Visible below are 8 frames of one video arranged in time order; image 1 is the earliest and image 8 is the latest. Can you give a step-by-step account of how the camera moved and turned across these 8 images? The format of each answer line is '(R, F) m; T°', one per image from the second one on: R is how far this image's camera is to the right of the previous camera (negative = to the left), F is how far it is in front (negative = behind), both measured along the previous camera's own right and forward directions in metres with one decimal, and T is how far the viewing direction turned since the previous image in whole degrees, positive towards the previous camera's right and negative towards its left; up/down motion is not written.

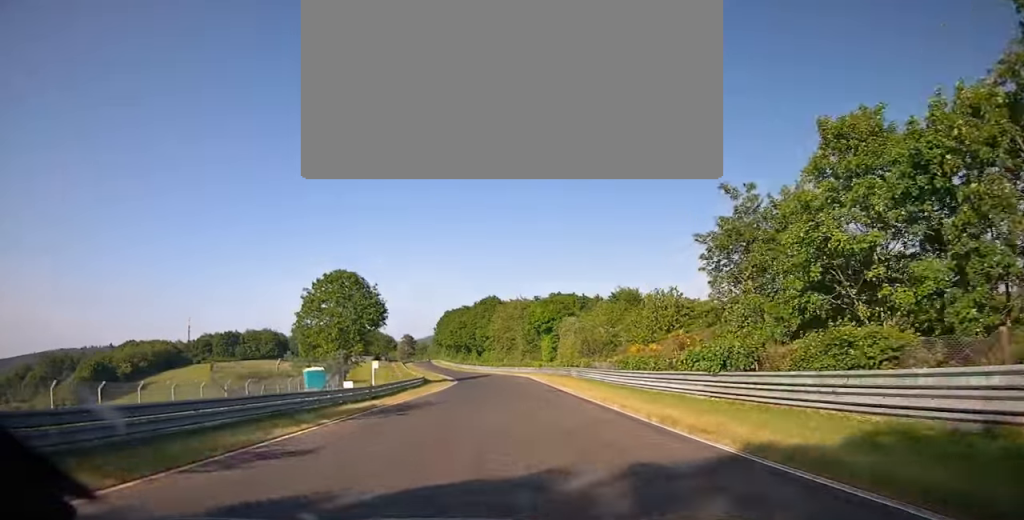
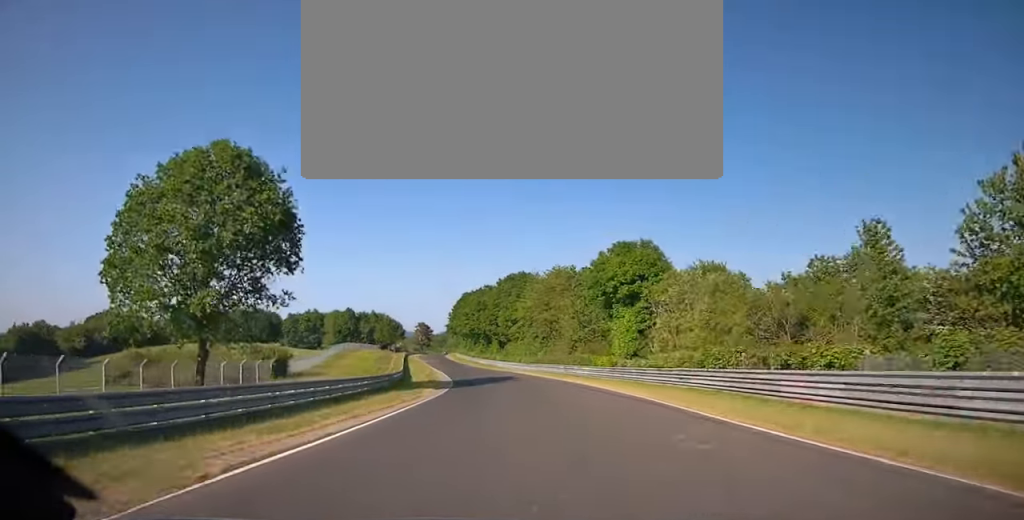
(-1.2, +40.3) m; -4°
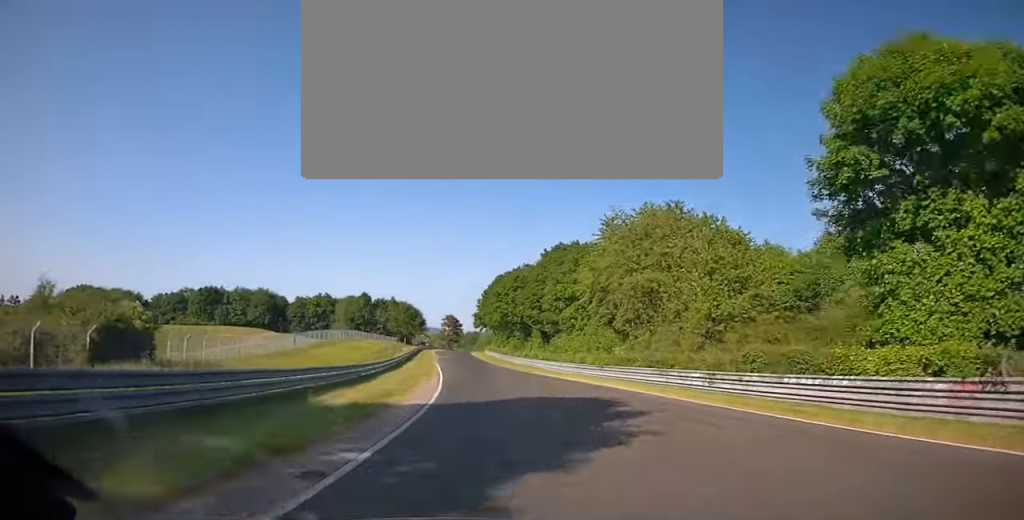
(-1.1, +32.9) m; -2°
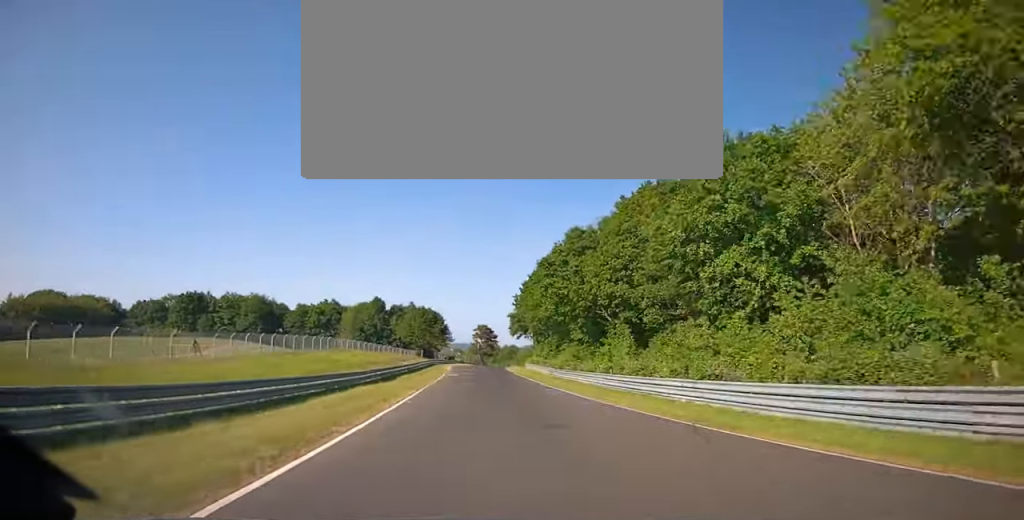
(-0.1, +36.8) m; -1°
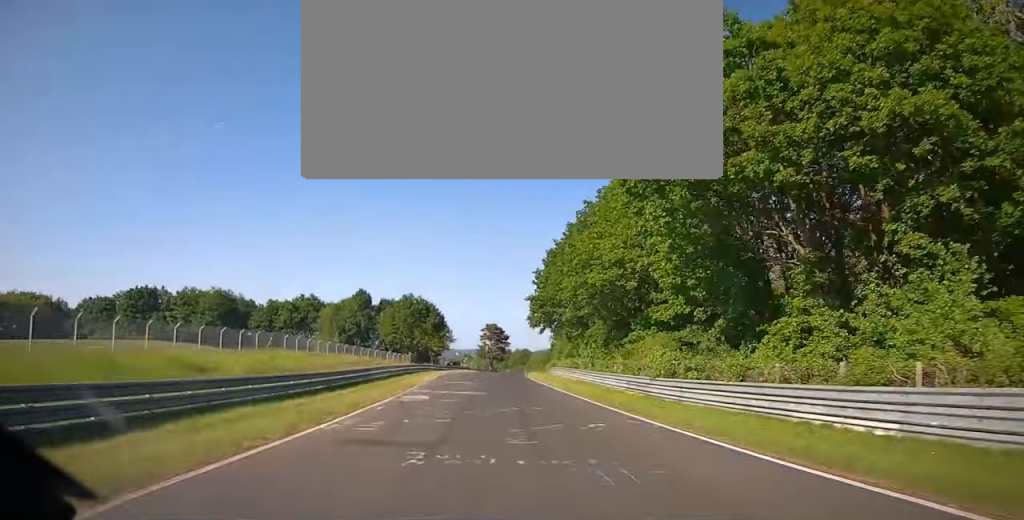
(-0.4, +32.0) m; 0°
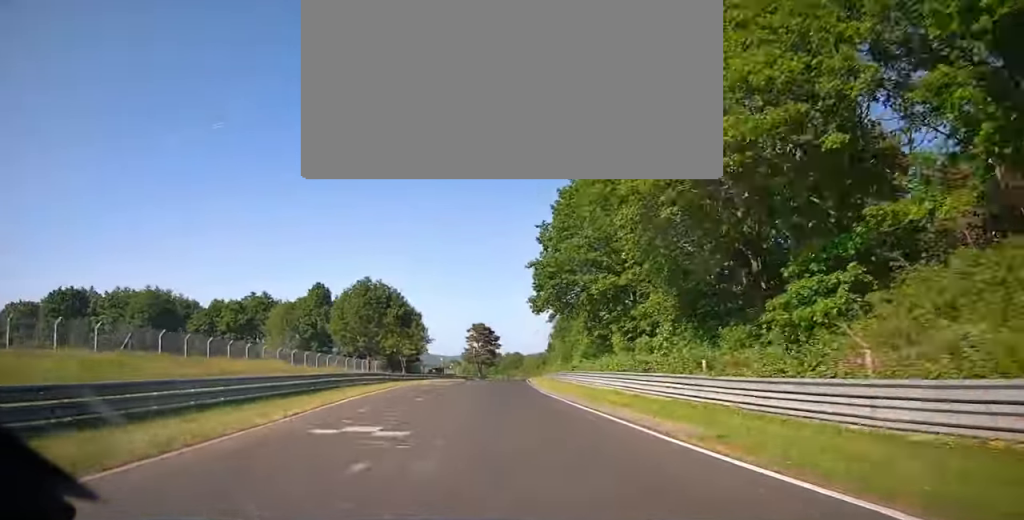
(-0.6, +25.3) m; 0°
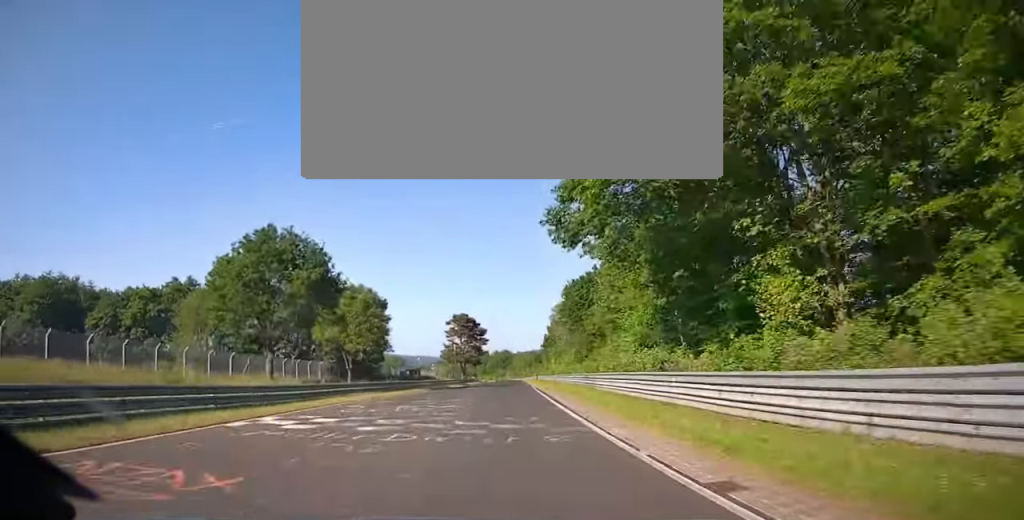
(+0.5, +28.5) m; +1°
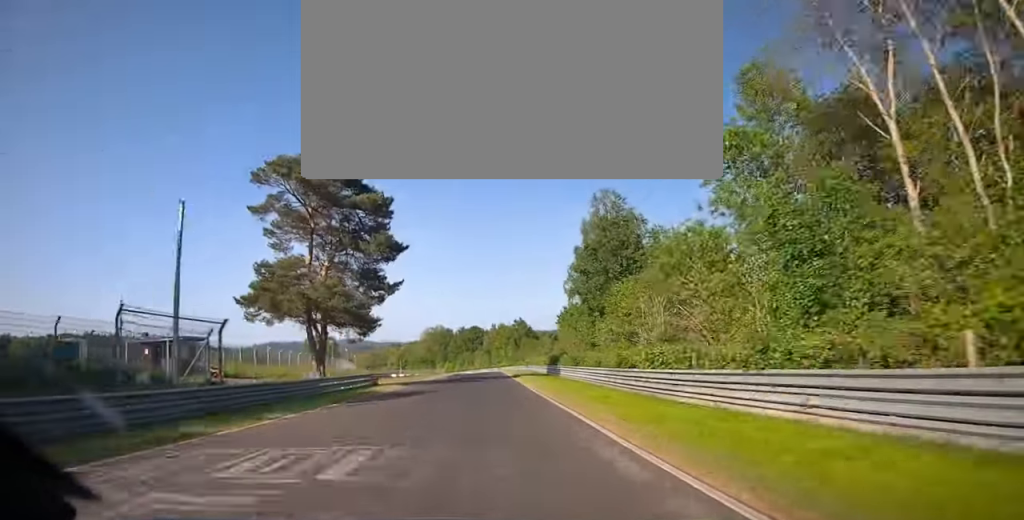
(+1.2, +93.5) m; 0°
